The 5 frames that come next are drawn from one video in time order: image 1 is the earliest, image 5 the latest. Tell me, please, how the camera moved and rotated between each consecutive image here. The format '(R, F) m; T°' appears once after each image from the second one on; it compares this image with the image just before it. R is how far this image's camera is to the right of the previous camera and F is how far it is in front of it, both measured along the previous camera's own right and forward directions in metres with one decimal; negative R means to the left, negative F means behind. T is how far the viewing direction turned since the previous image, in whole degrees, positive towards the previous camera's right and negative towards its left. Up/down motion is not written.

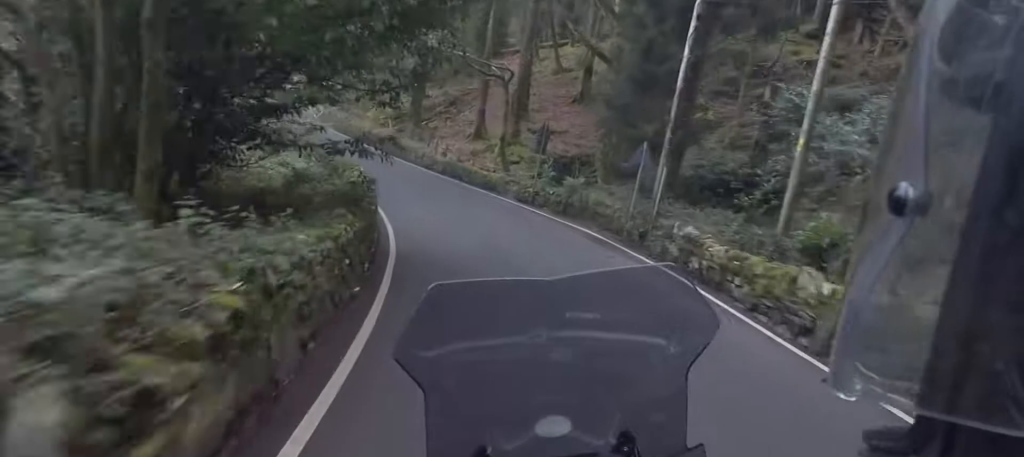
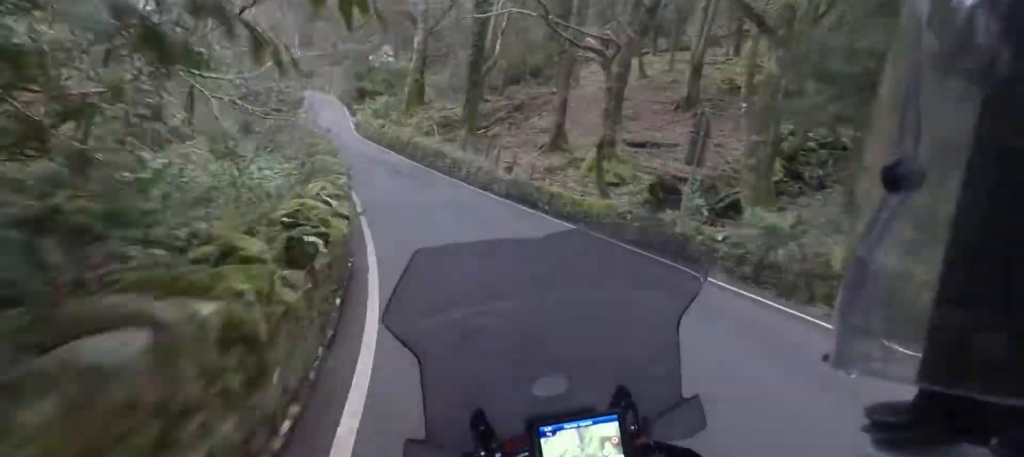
(-0.7, +12.7) m; -6°
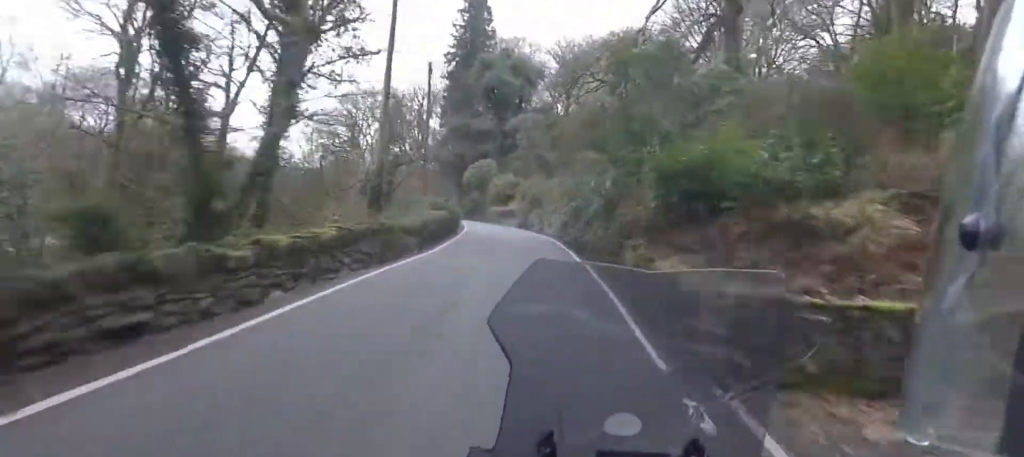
(-6.5, +57.2) m; -8°
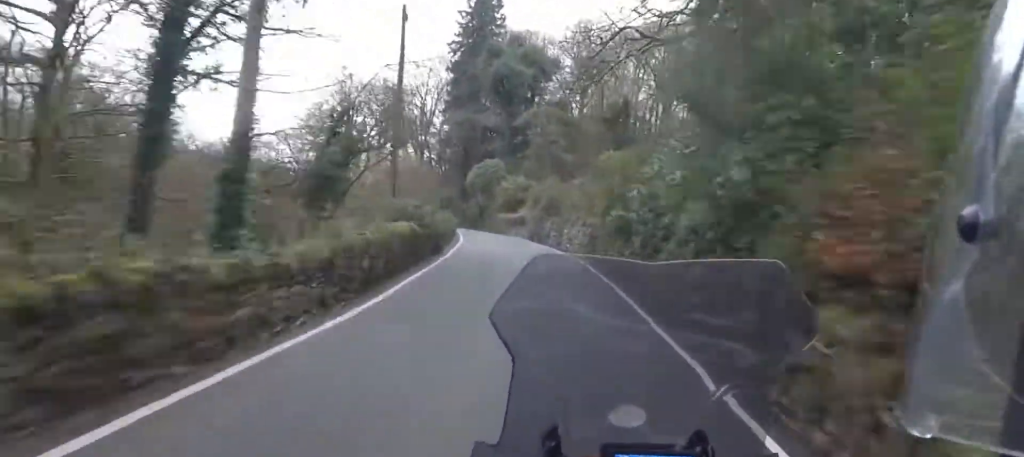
(0.0, +8.3) m; -2°
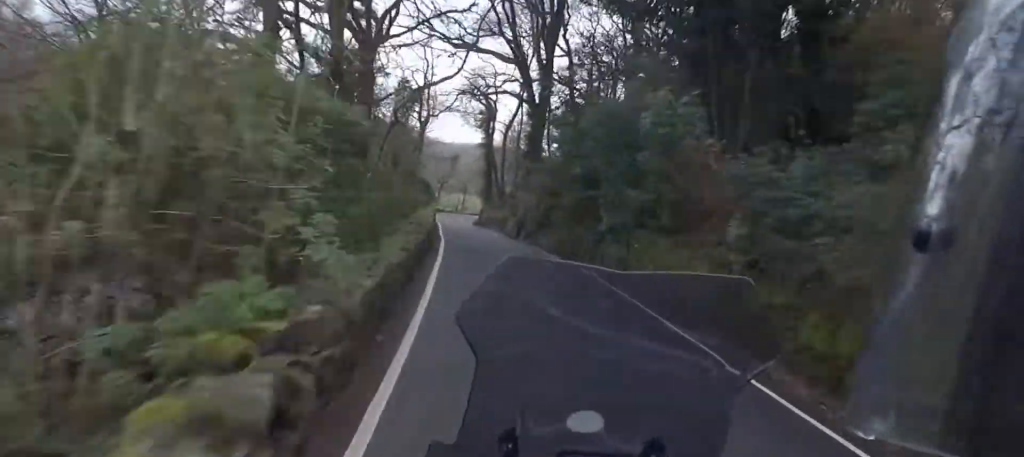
(-7.0, +55.9) m; -12°
